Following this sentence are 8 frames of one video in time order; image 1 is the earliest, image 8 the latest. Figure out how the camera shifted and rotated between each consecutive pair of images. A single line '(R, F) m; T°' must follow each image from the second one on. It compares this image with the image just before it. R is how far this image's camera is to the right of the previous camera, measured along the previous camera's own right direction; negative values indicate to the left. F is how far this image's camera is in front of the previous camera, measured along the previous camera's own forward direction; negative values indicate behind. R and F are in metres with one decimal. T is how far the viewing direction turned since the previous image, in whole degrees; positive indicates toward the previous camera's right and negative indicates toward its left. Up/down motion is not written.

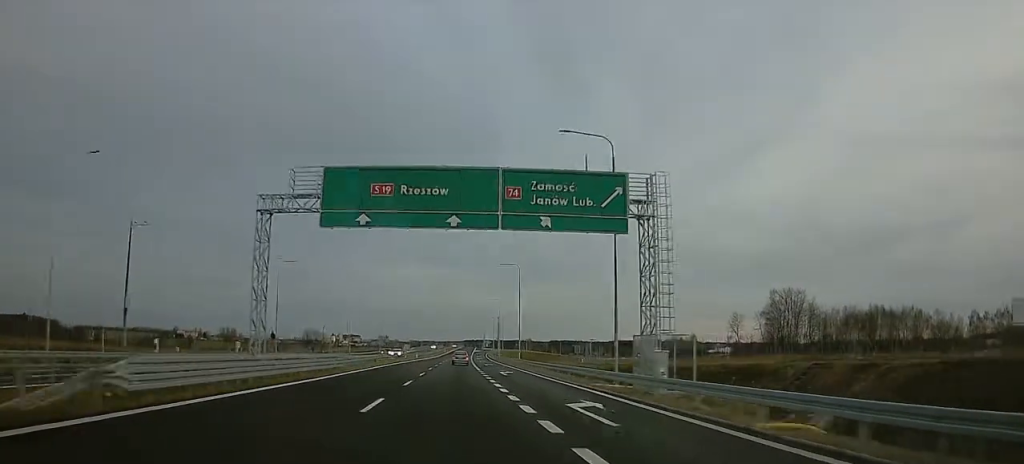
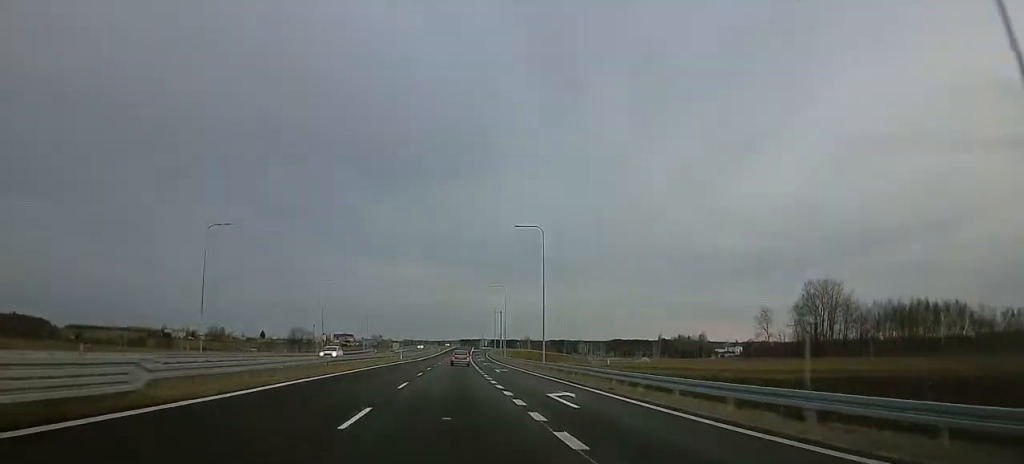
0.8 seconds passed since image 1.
(+0.6, +25.4) m; 0°
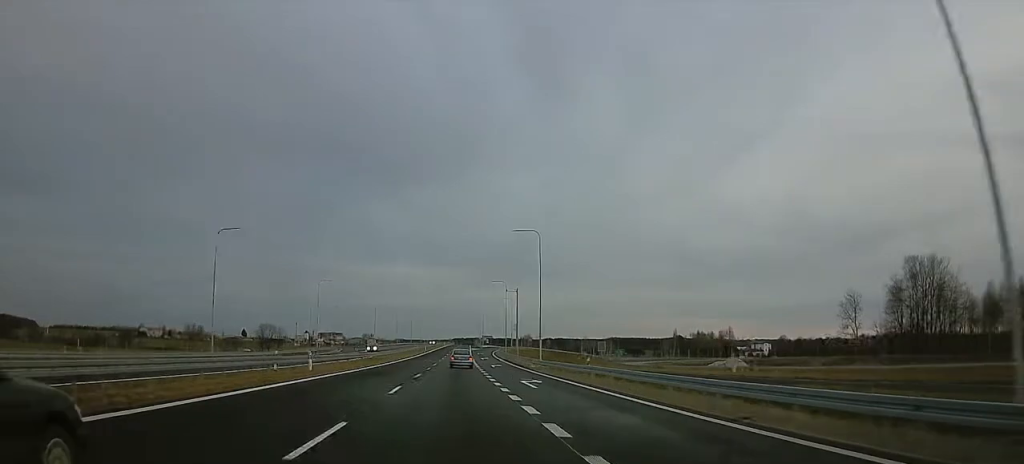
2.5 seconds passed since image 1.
(-0.9, +51.0) m; 0°
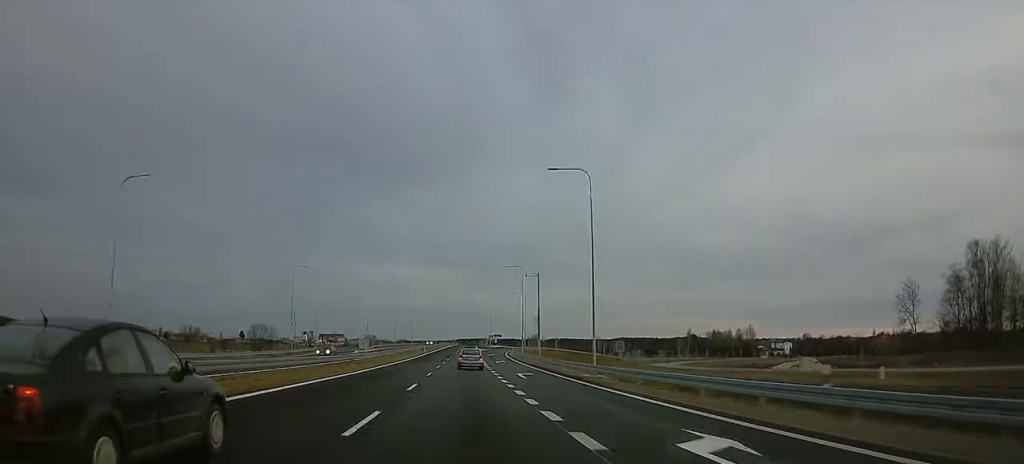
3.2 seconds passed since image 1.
(+0.5, +21.6) m; +2°
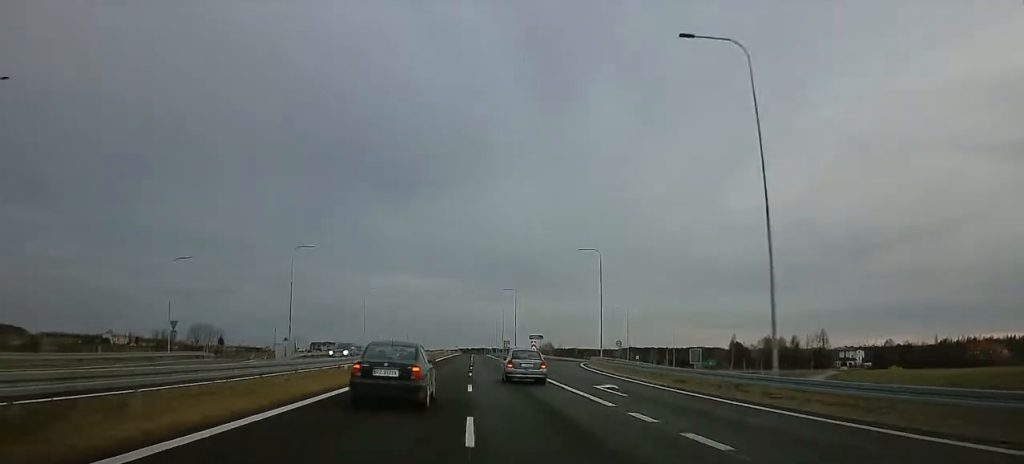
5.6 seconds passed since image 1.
(+1.0, +72.9) m; 0°
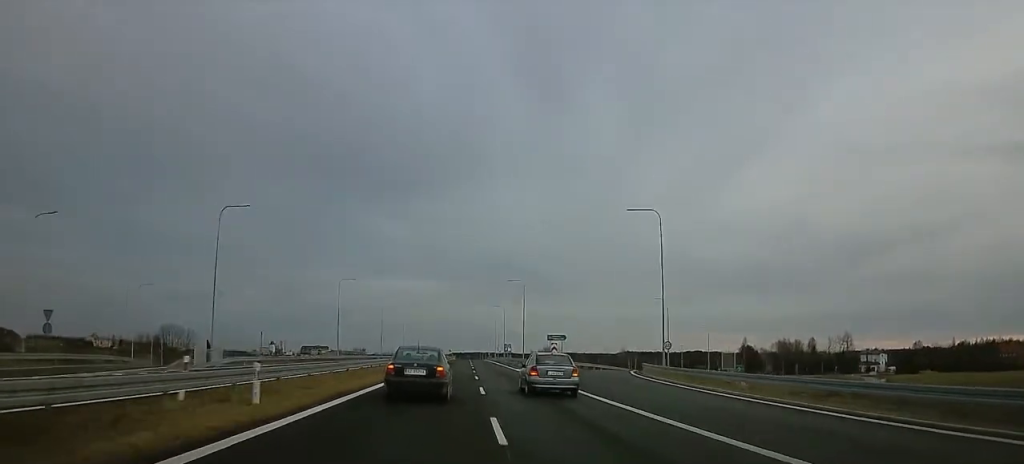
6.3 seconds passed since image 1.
(0.0, +23.6) m; 0°
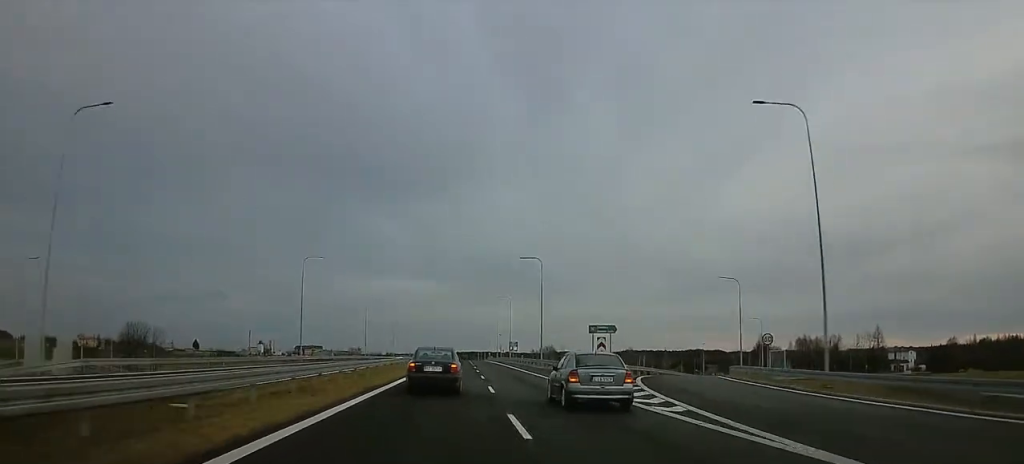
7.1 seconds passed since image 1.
(0.0, +23.5) m; 0°
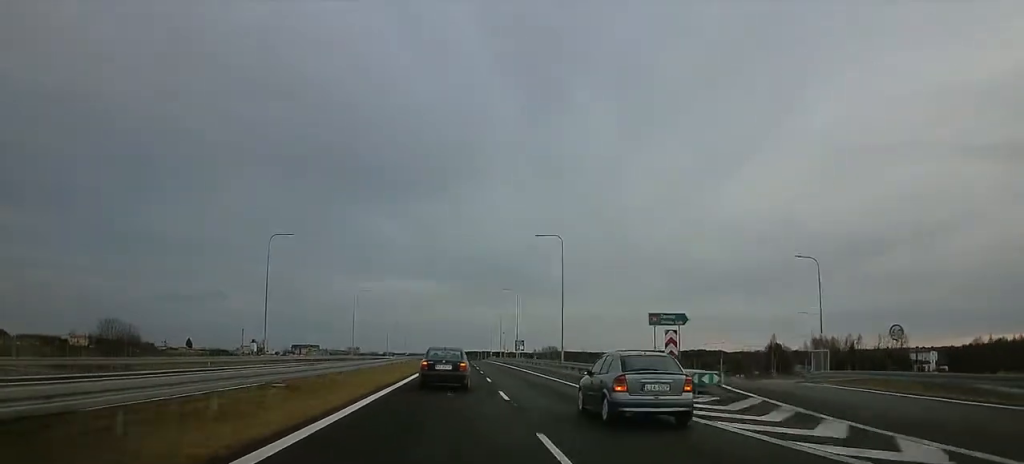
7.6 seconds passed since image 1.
(0.0, +15.3) m; 0°
